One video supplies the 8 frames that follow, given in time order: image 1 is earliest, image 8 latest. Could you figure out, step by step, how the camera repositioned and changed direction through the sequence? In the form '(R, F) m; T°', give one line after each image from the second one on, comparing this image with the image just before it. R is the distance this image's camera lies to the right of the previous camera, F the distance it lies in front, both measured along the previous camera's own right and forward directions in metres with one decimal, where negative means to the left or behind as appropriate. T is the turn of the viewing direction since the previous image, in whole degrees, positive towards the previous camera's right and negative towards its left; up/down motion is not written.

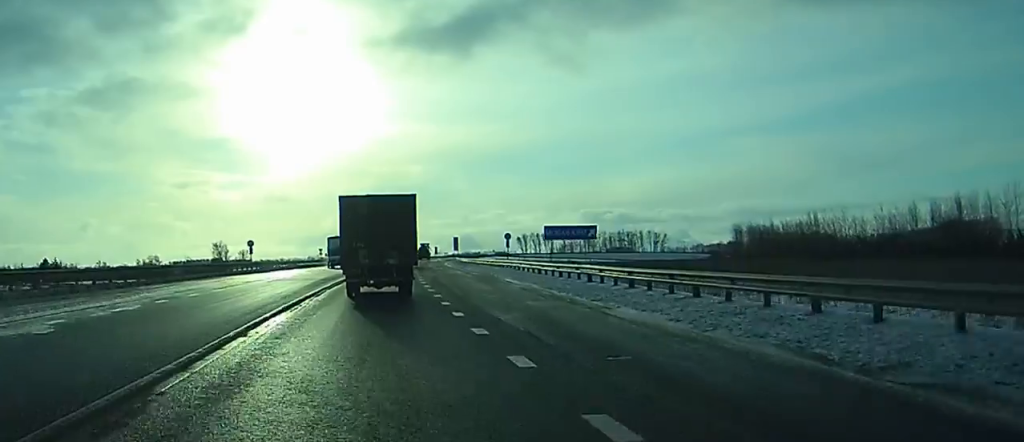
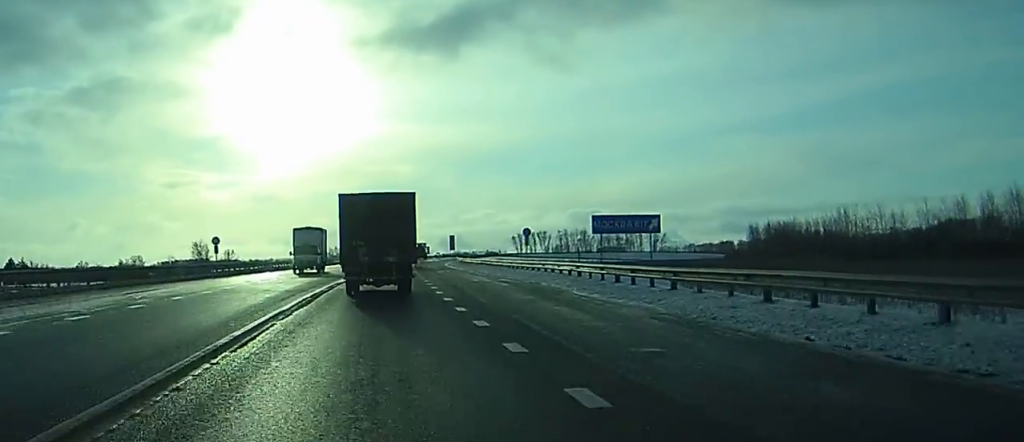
(0.0, +17.1) m; 0°
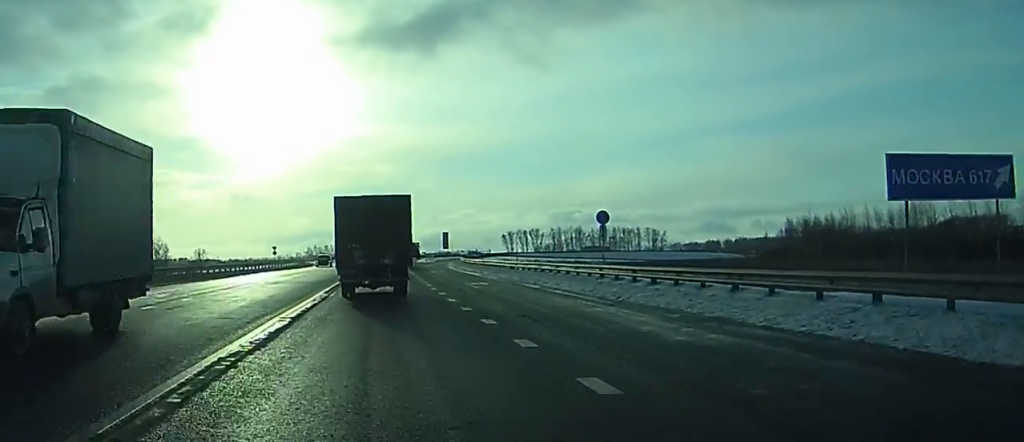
(+0.2, +31.2) m; +2°
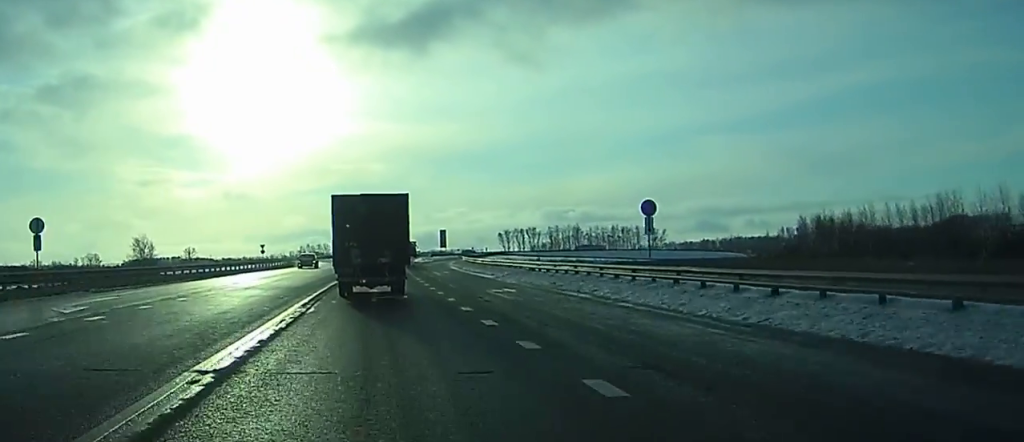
(+0.1, +8.8) m; +1°
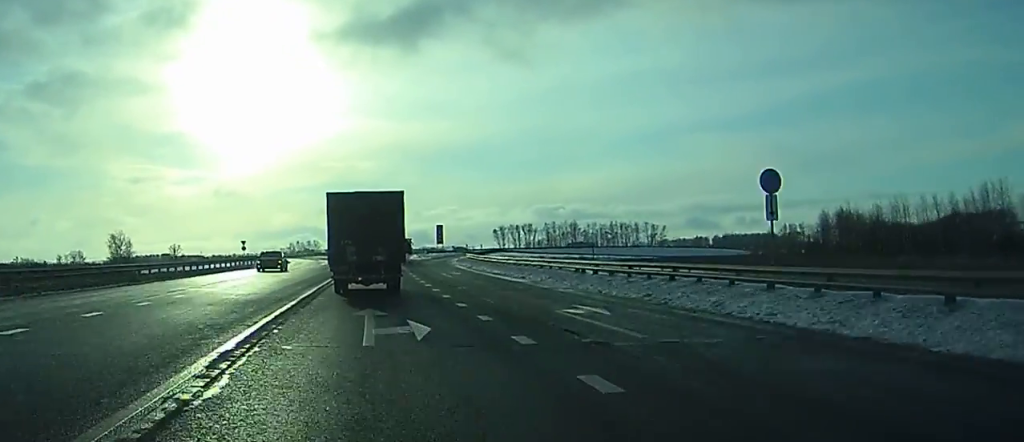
(+0.2, +12.6) m; +1°
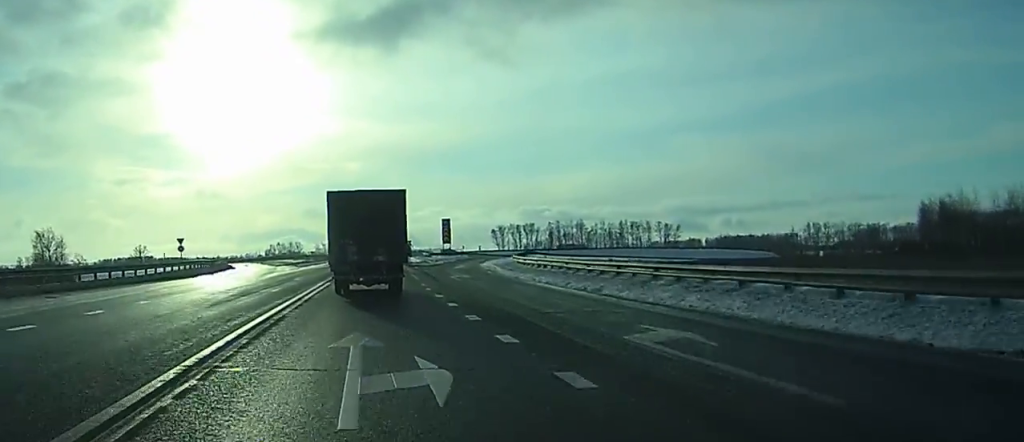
(+0.4, +35.3) m; 0°
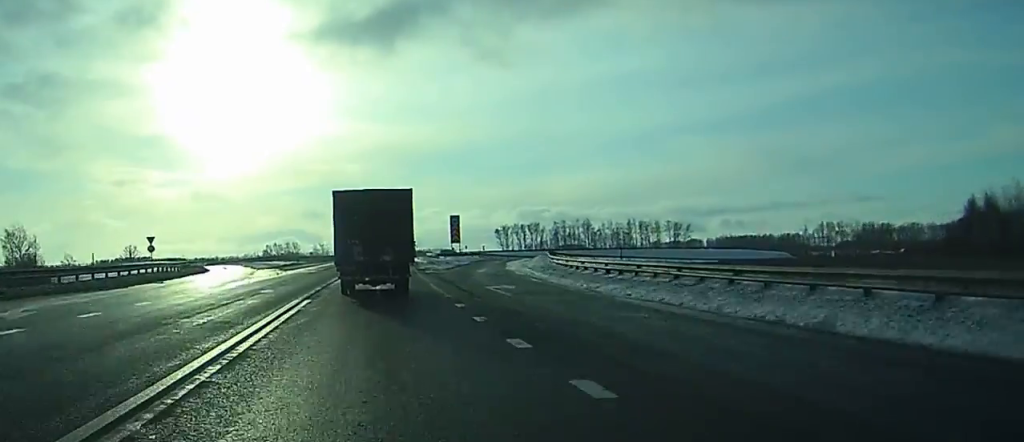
(+0.1, +12.3) m; 0°
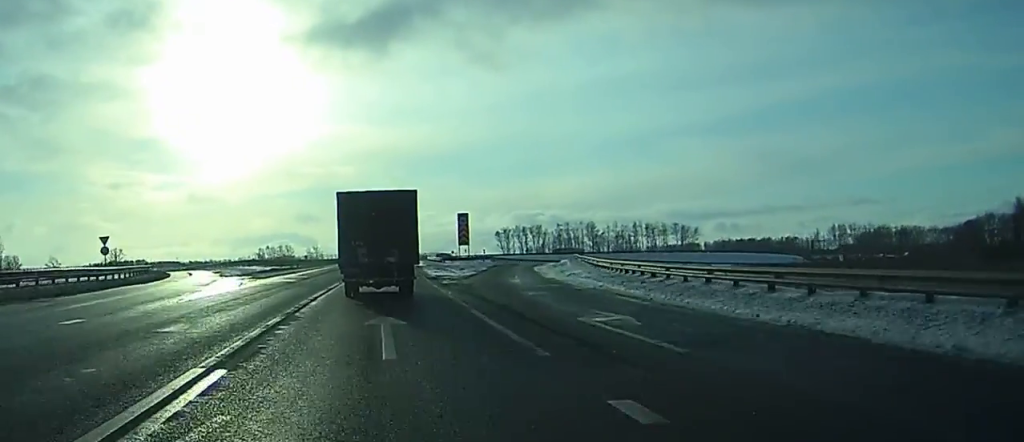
(0.0, +12.9) m; 0°
